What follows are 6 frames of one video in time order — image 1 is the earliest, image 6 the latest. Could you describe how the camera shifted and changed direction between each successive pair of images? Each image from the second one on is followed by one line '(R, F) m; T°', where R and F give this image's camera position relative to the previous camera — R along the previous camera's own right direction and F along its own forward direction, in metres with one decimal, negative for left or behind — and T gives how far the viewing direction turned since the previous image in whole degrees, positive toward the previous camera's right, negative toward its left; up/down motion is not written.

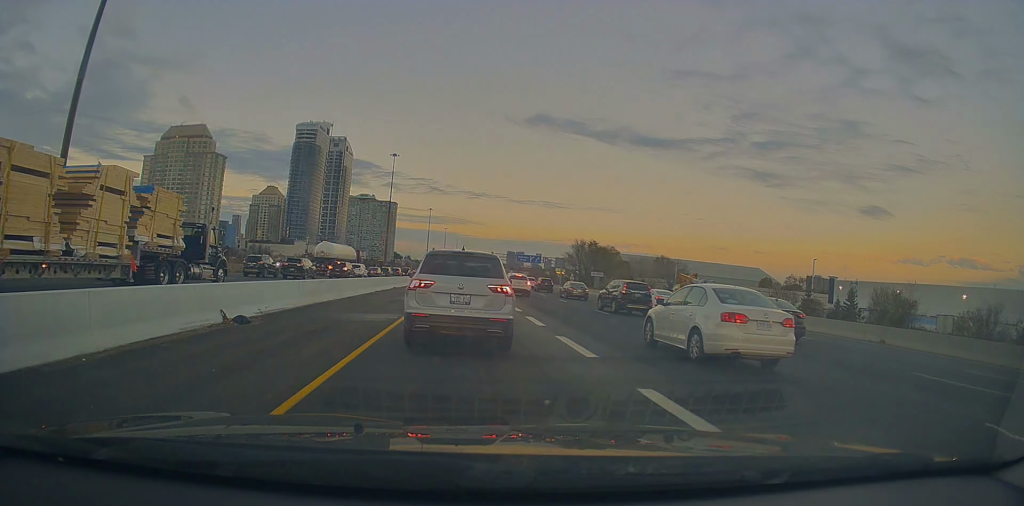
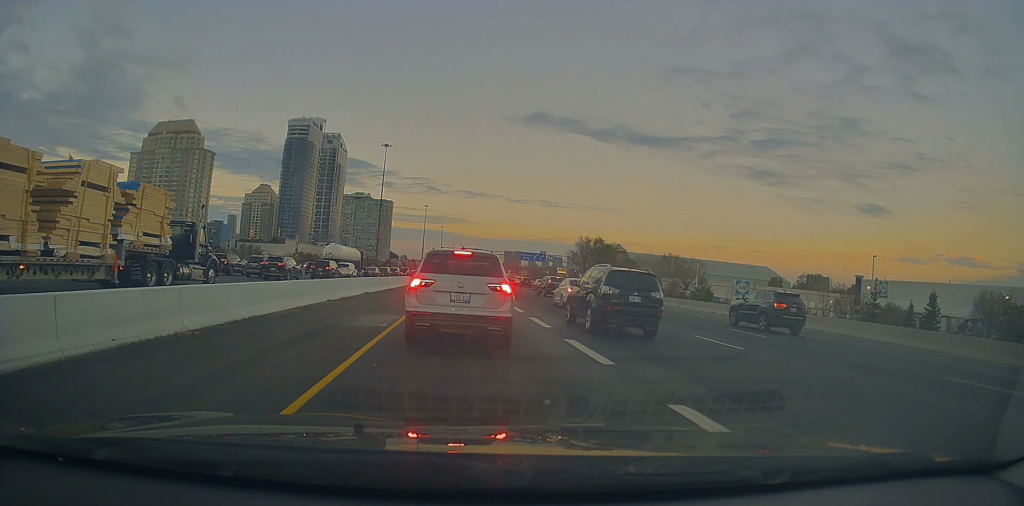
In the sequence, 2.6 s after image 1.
(+0.6, +13.2) m; -1°
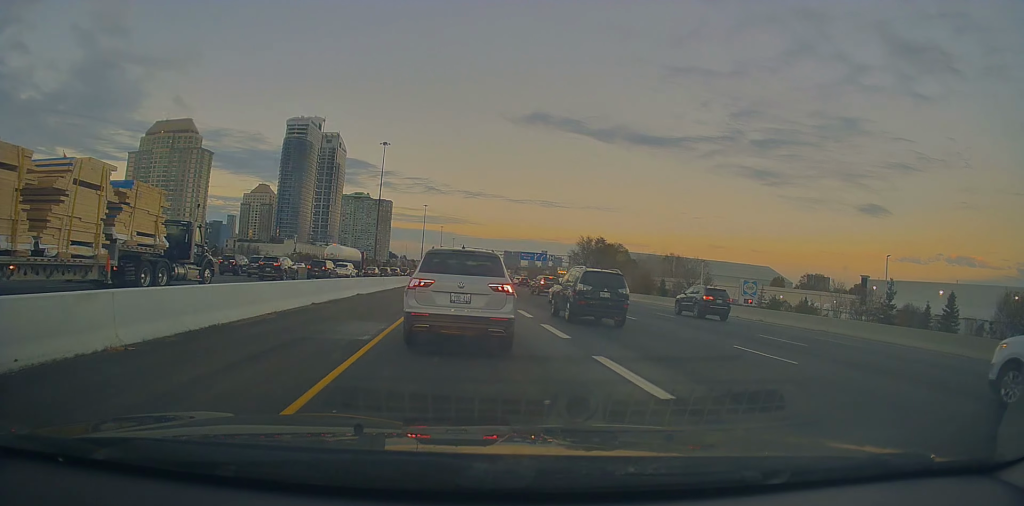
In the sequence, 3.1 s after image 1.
(-0.1, +2.4) m; -1°
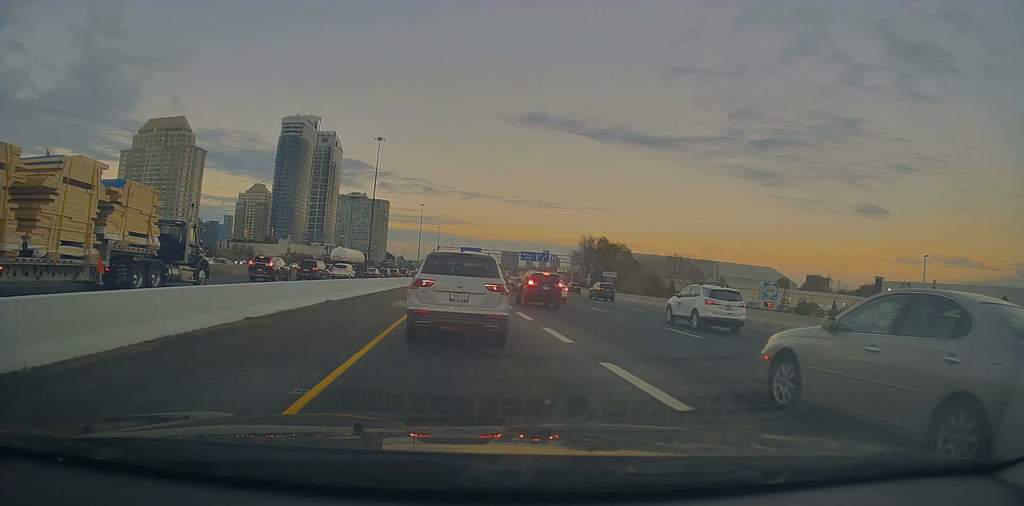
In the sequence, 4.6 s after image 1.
(+0.1, +6.8) m; +3°
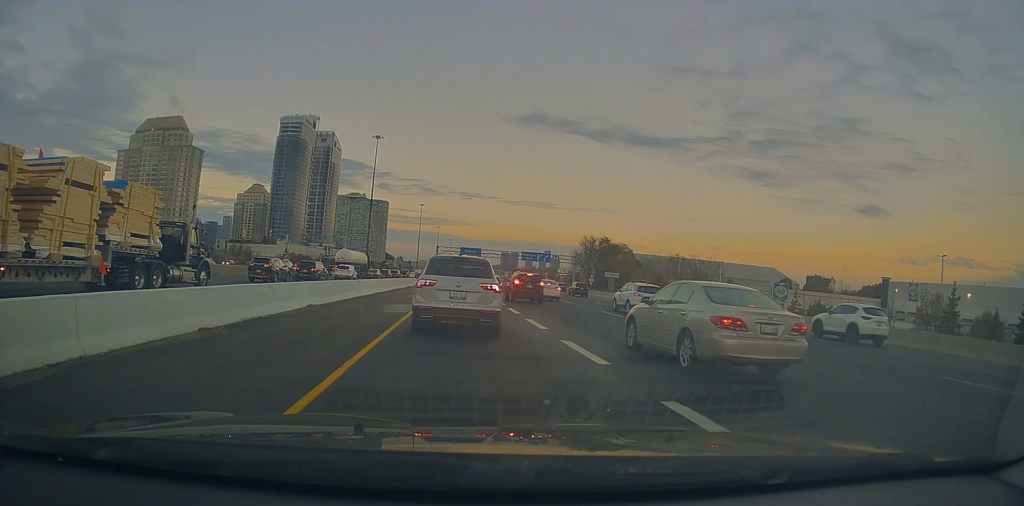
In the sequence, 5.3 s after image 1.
(+0.2, +3.0) m; -4°
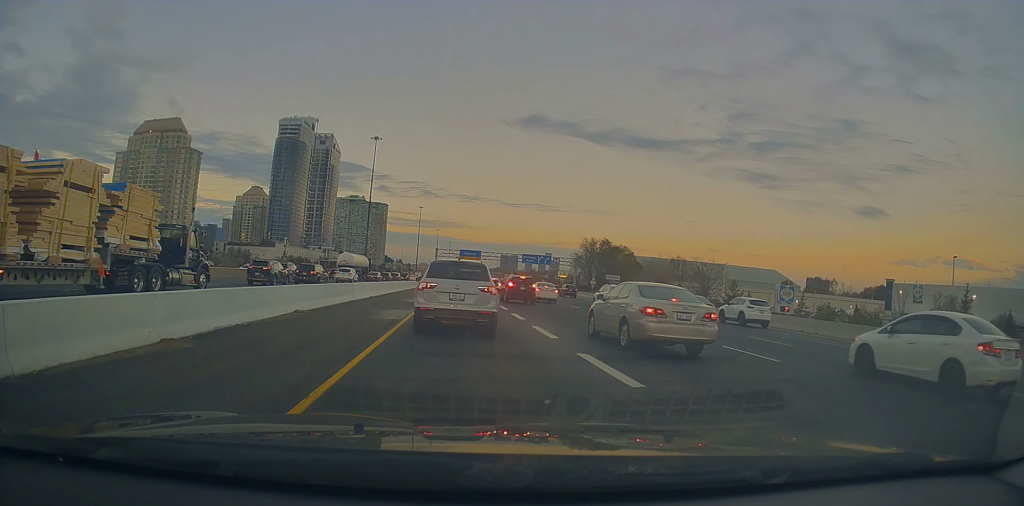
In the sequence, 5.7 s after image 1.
(-0.1, +1.9) m; 0°
